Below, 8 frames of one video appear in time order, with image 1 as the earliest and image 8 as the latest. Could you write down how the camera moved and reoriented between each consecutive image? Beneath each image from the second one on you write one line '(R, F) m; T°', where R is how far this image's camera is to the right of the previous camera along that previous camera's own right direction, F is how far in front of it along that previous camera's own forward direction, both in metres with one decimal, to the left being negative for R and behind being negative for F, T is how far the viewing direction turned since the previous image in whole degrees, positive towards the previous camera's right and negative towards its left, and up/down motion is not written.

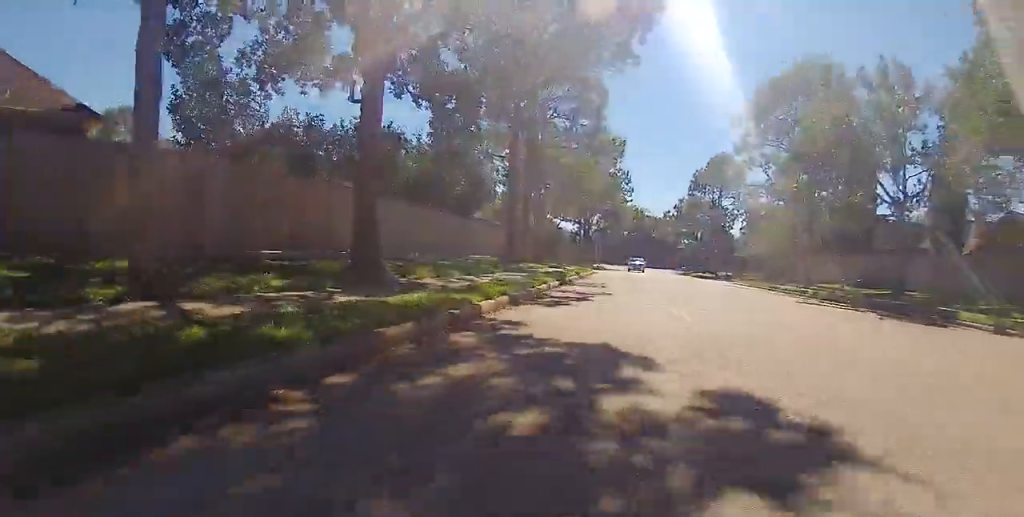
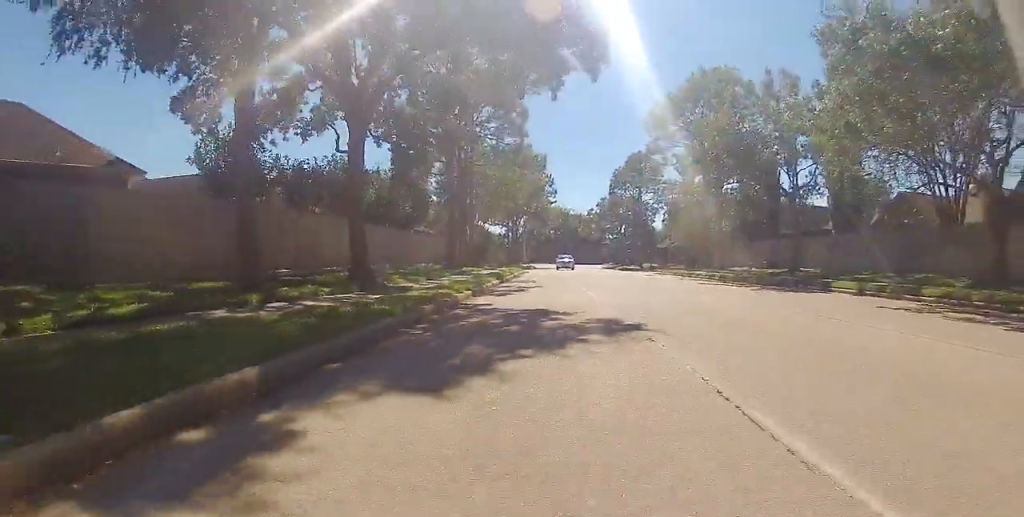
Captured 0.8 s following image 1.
(-0.5, +4.7) m; +1°
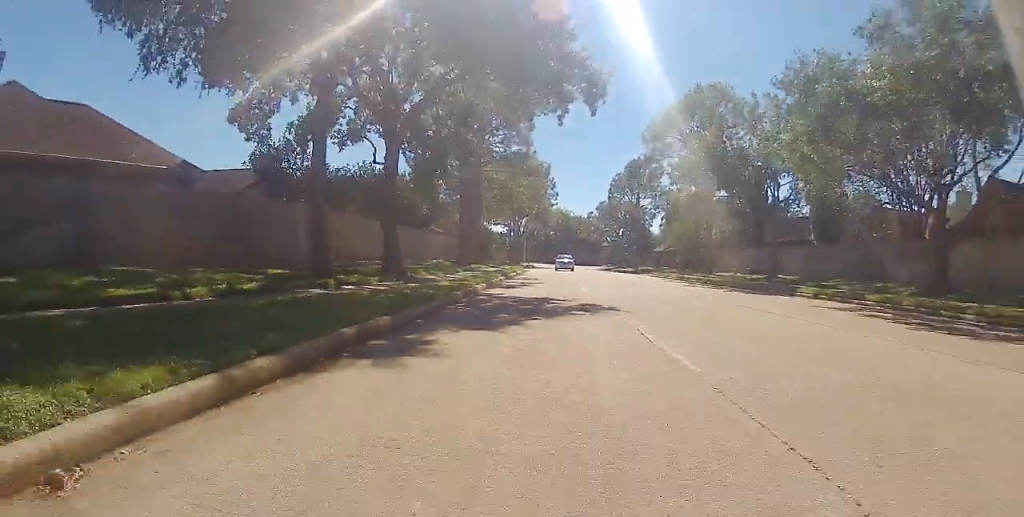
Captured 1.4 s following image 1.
(0.0, +3.4) m; +2°
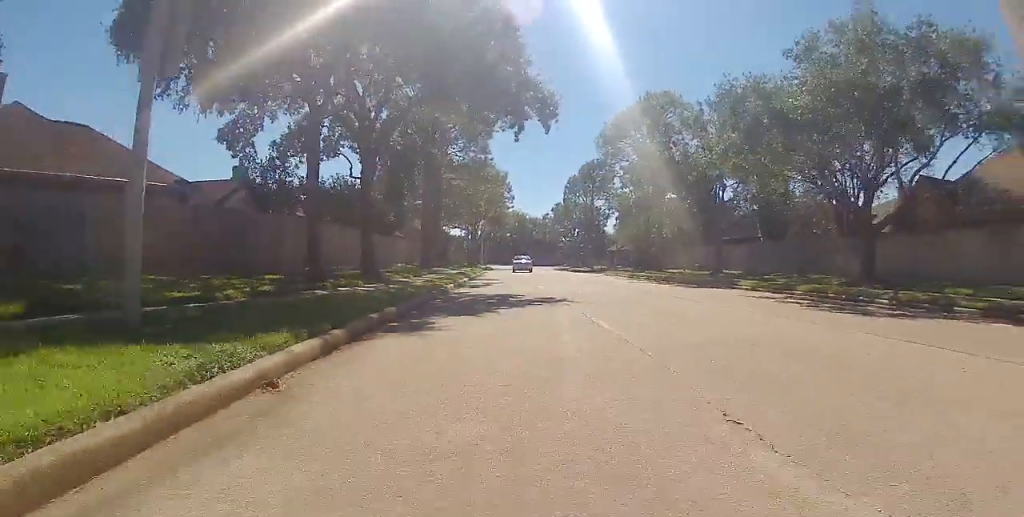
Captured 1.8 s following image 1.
(+0.4, +2.4) m; +2°
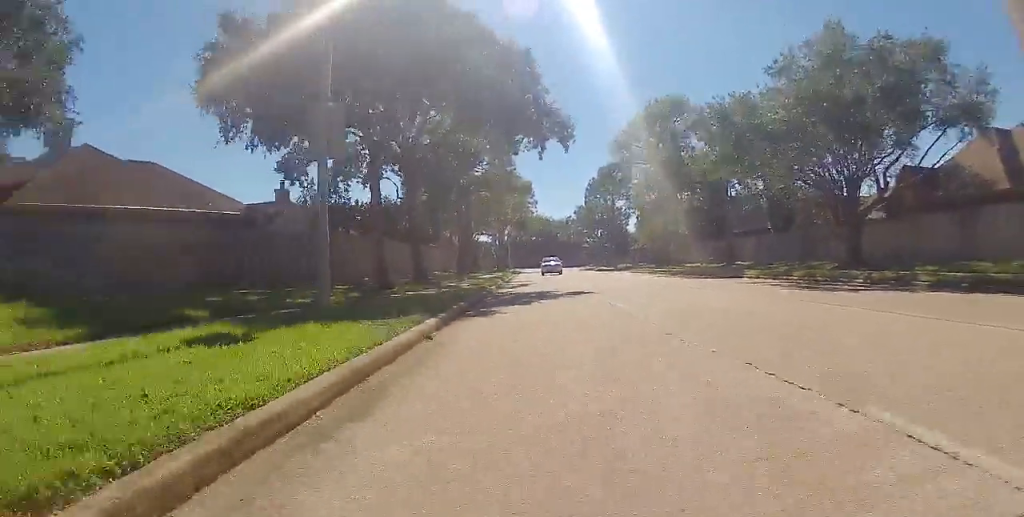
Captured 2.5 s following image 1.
(0.0, +3.5) m; +2°
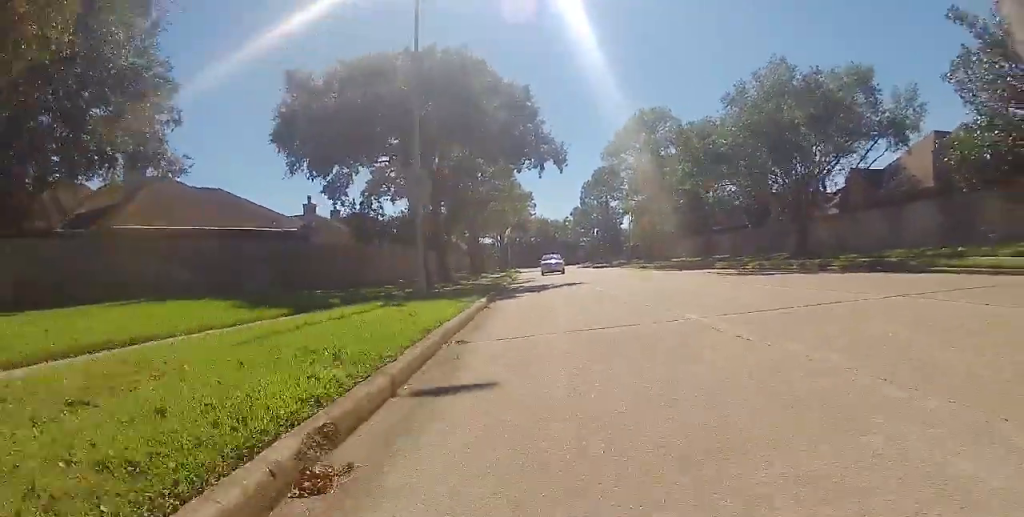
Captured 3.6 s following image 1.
(0.0, +5.8) m; +4°
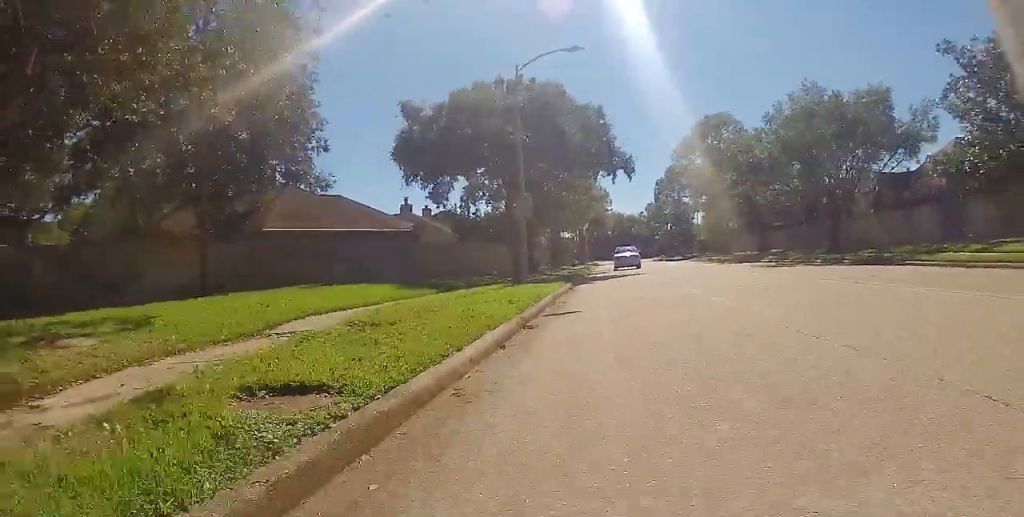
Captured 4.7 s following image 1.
(+0.2, +5.9) m; -4°
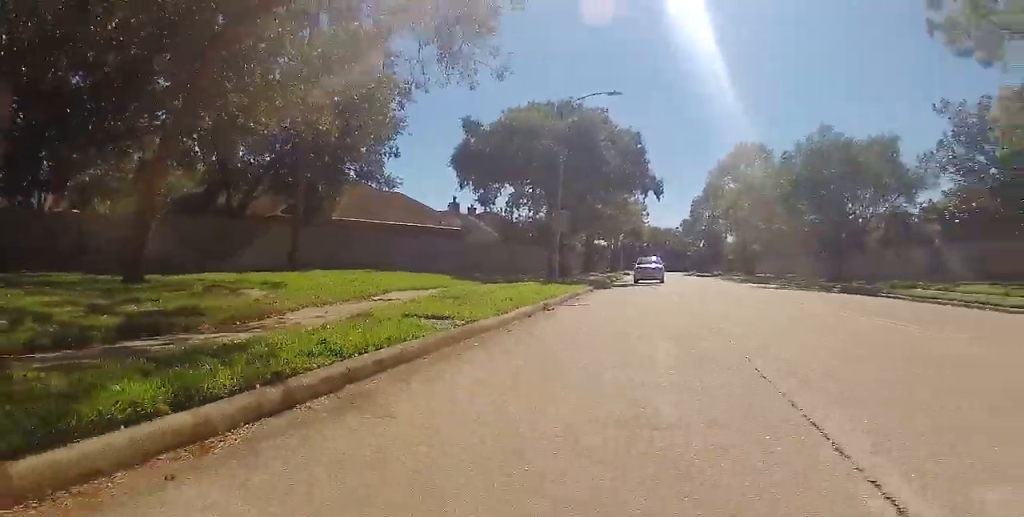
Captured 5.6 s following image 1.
(-0.4, +4.3) m; -9°
